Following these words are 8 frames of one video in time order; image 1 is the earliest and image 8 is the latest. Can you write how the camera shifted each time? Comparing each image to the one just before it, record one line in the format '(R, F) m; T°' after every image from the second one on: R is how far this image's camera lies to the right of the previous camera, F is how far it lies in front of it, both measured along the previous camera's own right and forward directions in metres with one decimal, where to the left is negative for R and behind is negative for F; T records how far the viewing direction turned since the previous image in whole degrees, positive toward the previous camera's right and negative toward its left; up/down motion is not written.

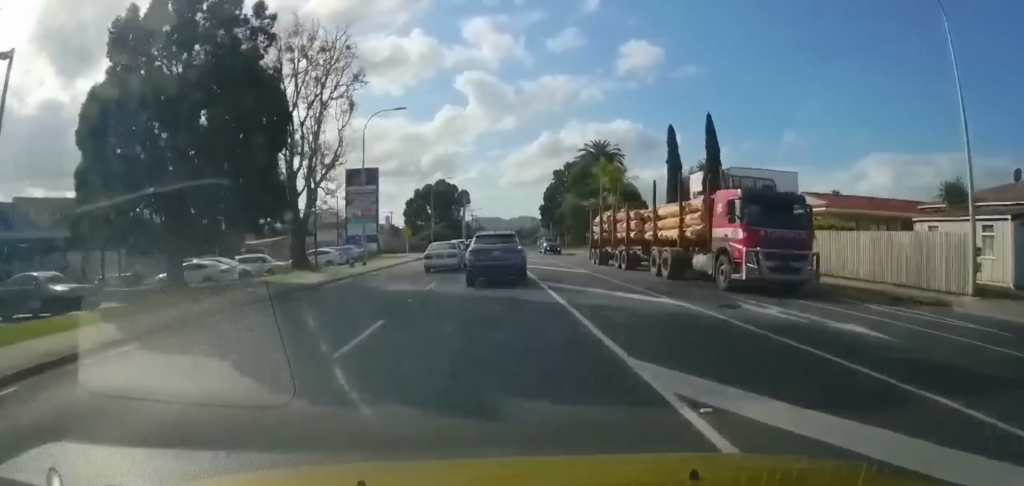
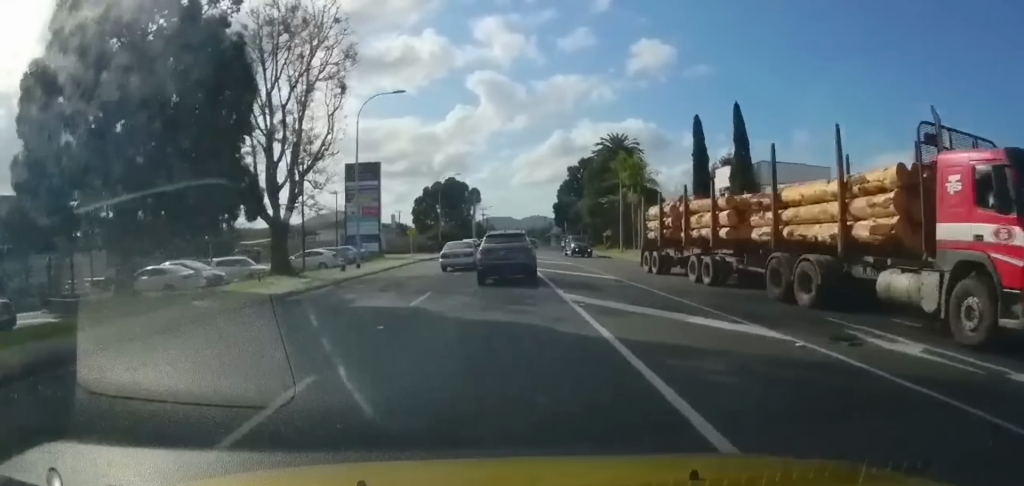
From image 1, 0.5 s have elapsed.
(-0.1, +4.7) m; -1°
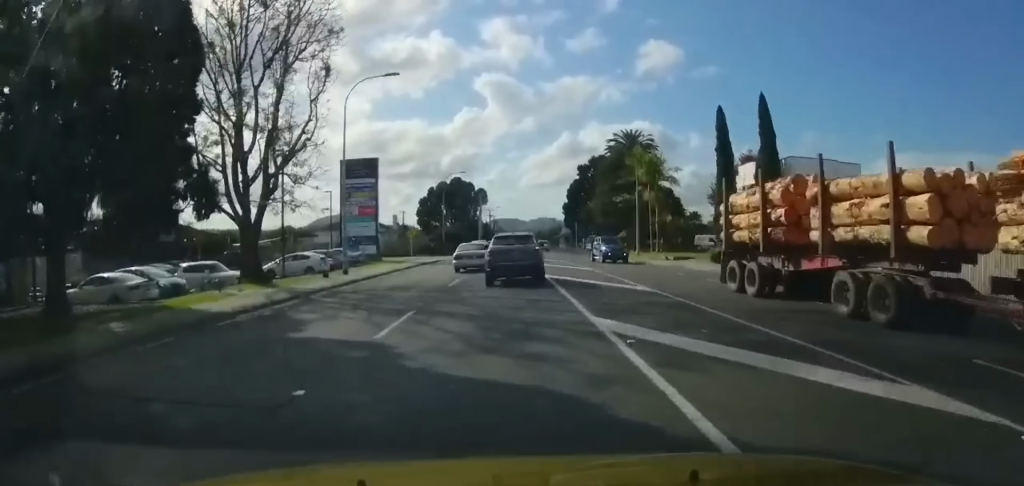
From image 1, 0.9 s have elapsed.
(-0.1, +4.0) m; -1°
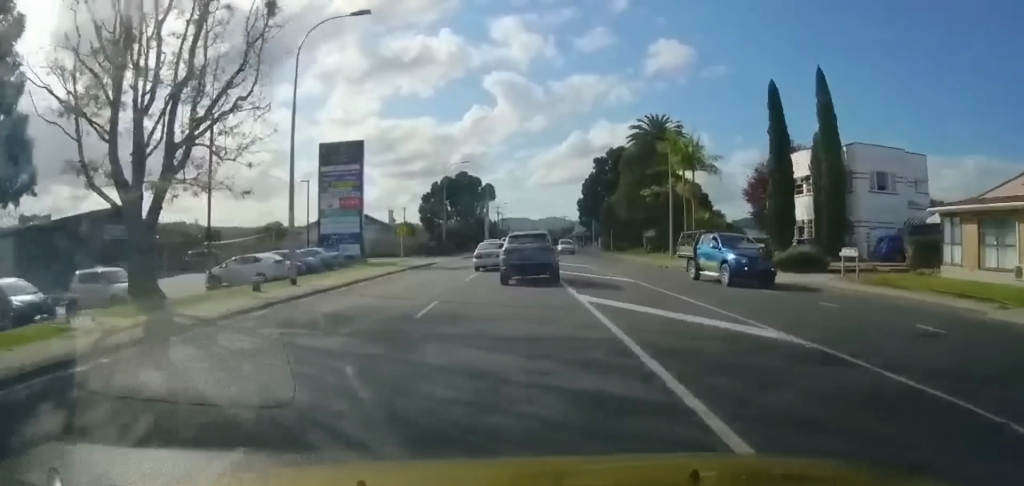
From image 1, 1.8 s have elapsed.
(0.0, +8.1) m; -2°
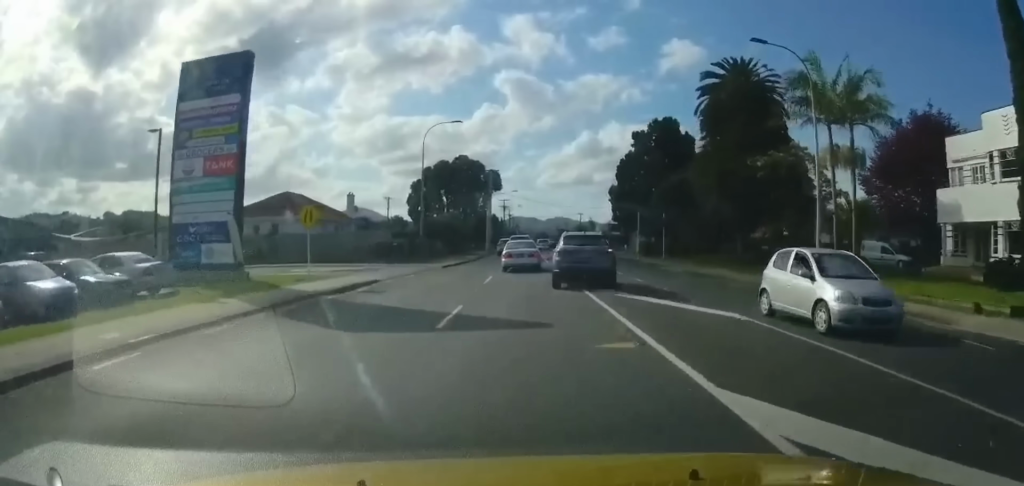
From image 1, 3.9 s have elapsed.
(-0.2, +20.3) m; -1°
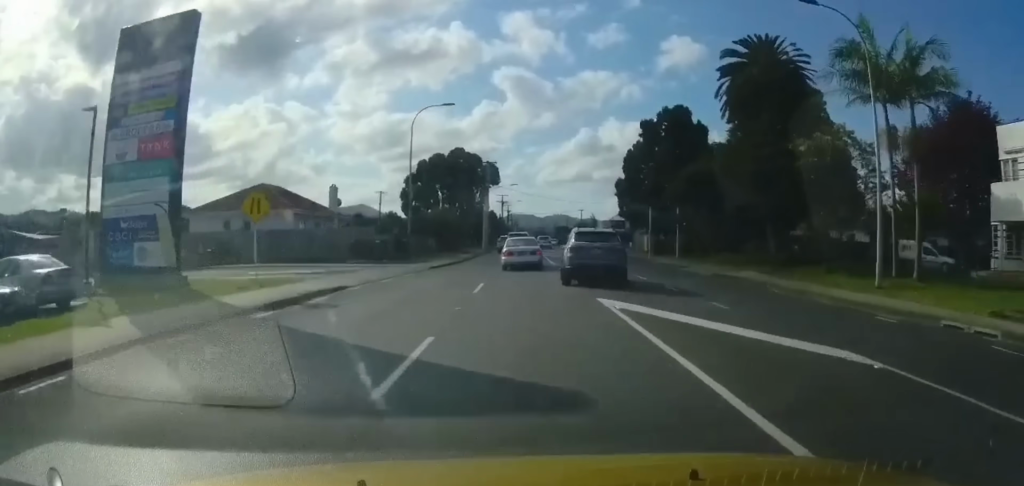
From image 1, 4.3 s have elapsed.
(0.0, +4.4) m; -1°
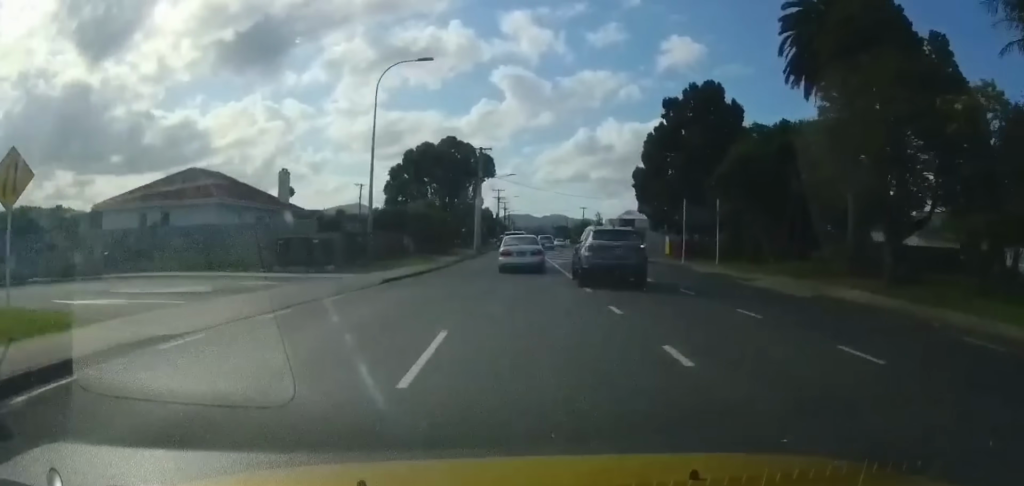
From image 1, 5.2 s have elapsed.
(-0.2, +9.3) m; -1°
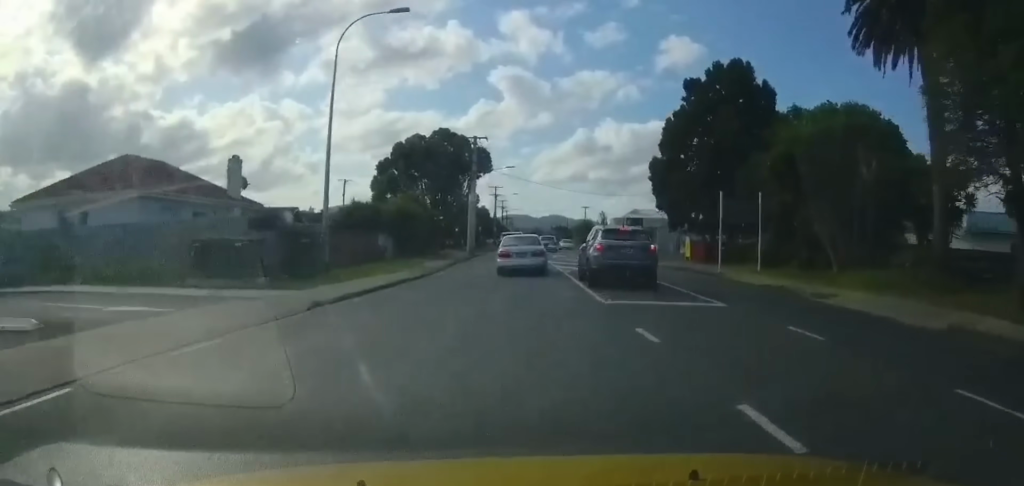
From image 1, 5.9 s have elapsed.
(0.0, +6.8) m; 0°
